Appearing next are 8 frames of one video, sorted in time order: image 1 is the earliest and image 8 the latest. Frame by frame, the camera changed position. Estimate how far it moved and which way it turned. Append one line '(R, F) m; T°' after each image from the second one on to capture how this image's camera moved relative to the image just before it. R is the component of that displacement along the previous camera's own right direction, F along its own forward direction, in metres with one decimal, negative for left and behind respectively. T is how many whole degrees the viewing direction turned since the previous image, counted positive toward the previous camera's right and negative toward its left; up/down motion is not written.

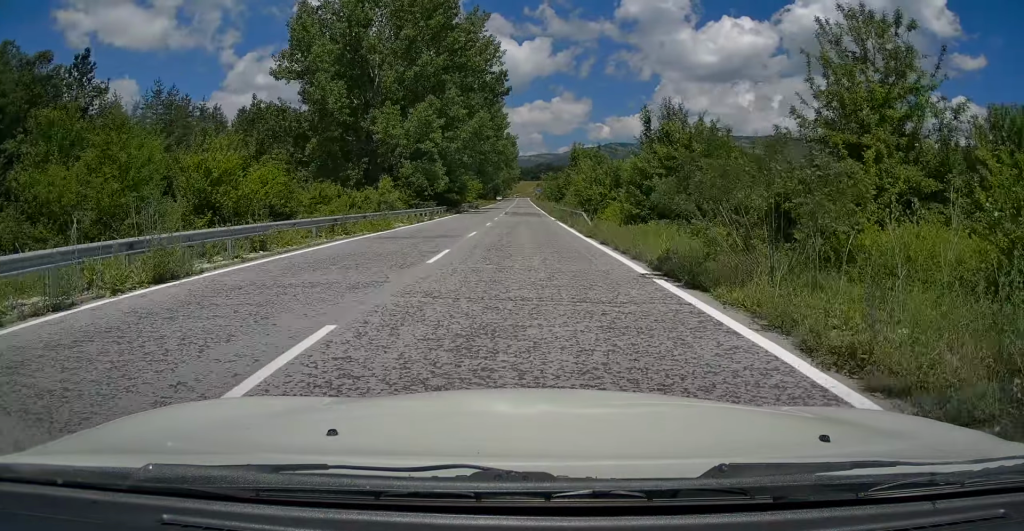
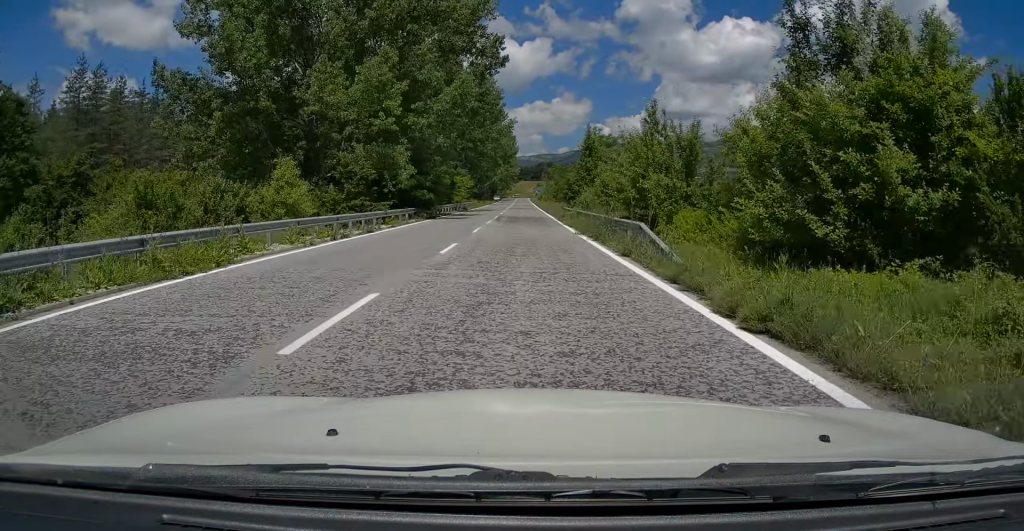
(-0.2, +15.6) m; -1°
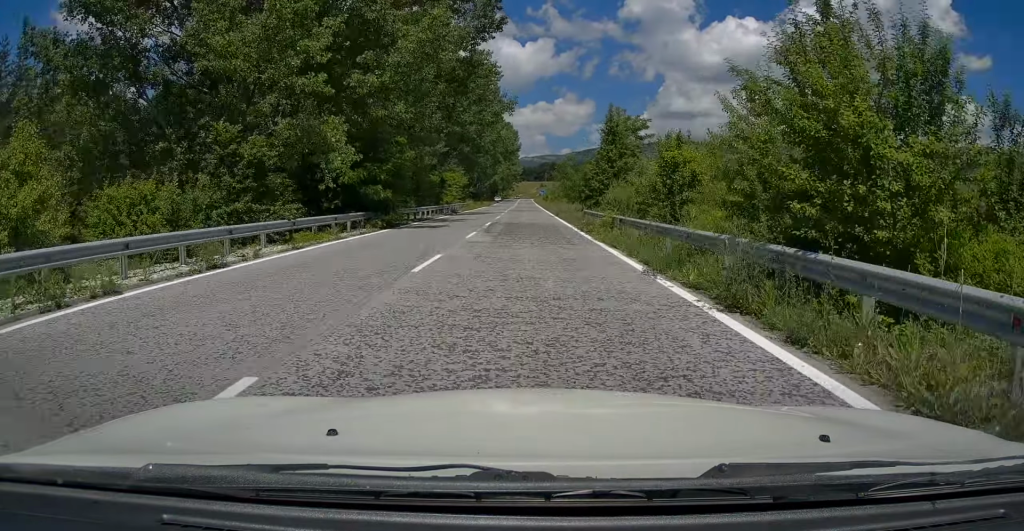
(-0.1, +12.6) m; 0°
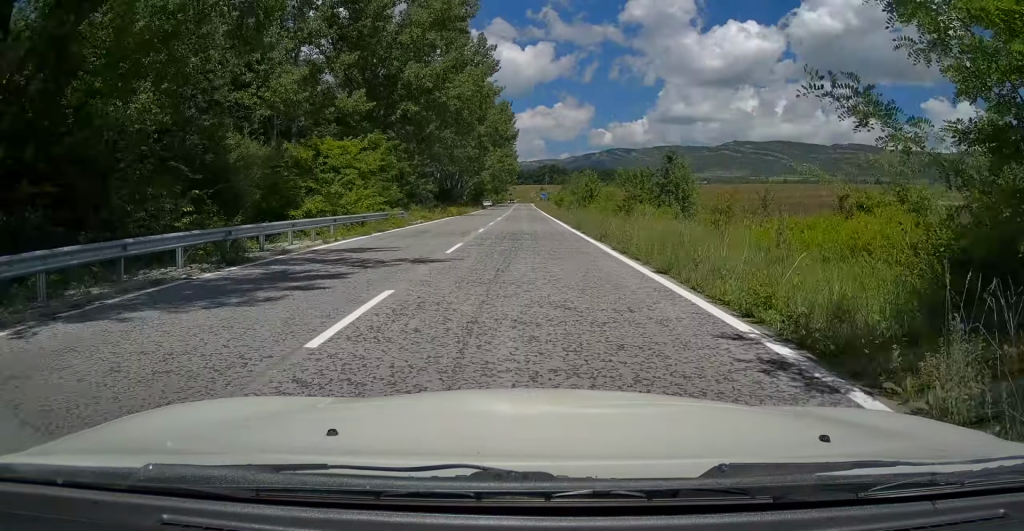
(+0.6, +40.2) m; +1°
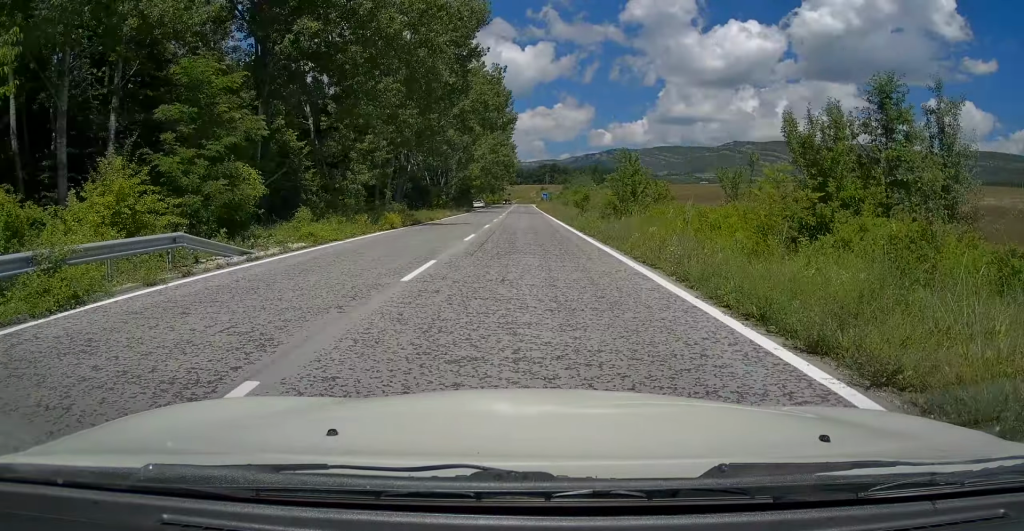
(-0.3, +22.3) m; -1°
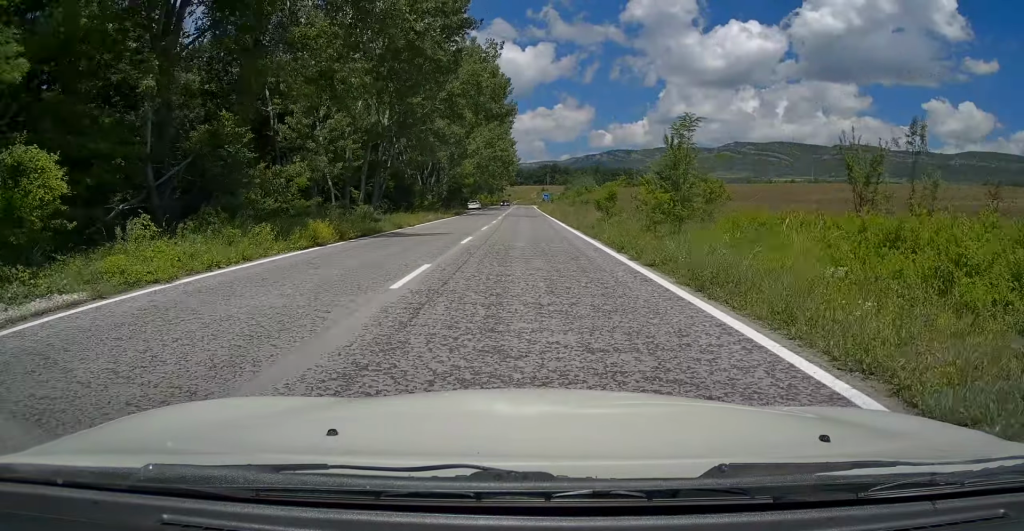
(0.0, +10.0) m; 0°
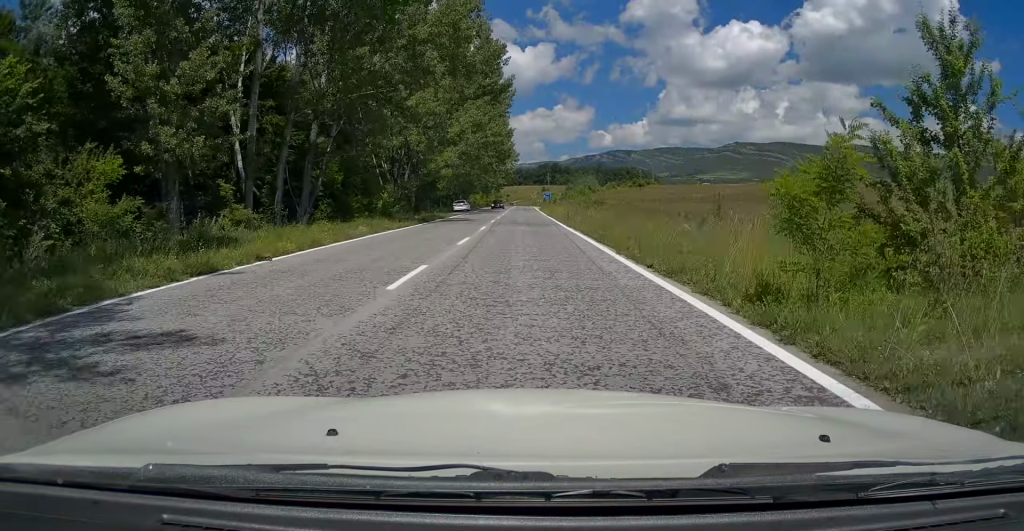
(0.0, +17.7) m; 0°
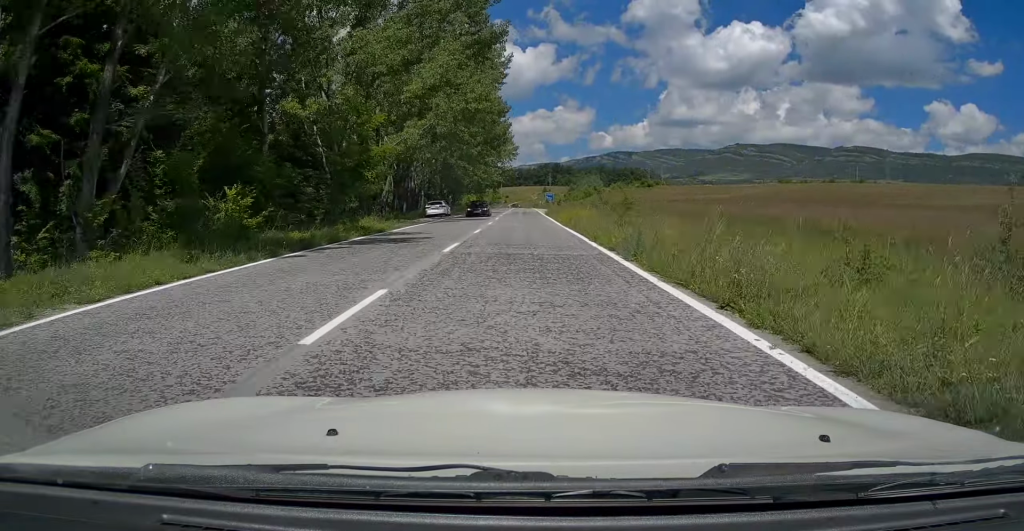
(+0.1, +20.3) m; 0°
